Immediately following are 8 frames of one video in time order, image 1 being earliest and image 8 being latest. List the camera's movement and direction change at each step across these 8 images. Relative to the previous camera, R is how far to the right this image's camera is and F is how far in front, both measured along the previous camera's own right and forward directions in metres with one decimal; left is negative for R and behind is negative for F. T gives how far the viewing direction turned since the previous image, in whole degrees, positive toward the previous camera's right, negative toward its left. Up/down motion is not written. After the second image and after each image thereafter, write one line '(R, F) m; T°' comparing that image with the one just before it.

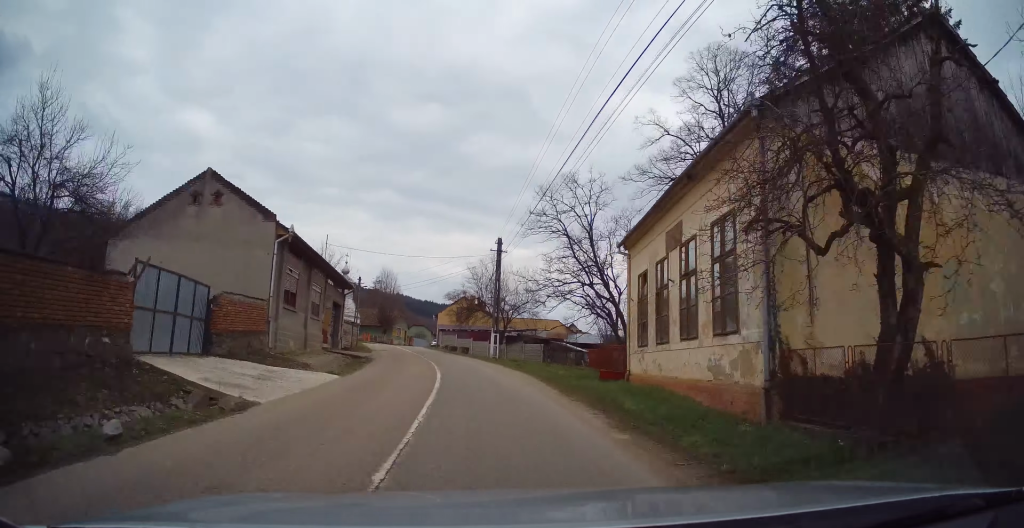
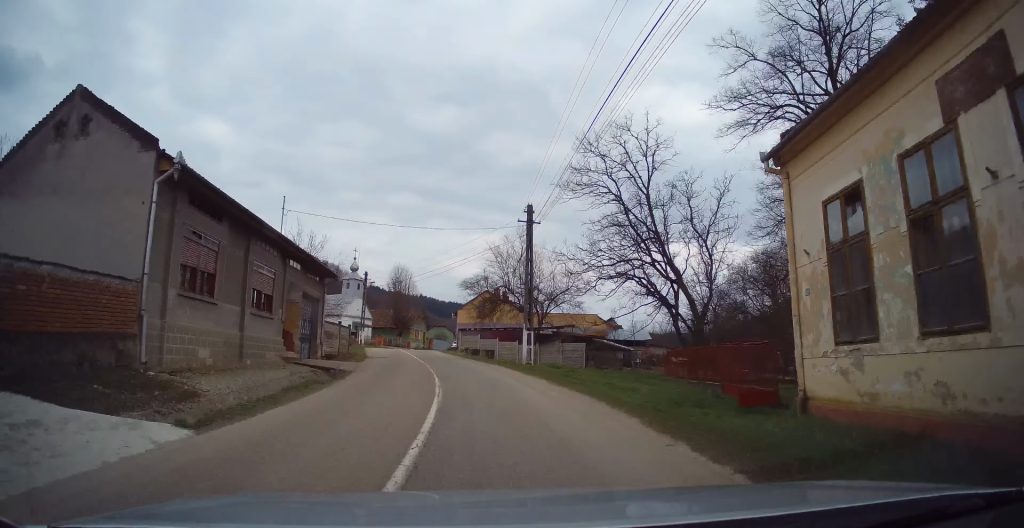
(-0.5, +9.2) m; -3°
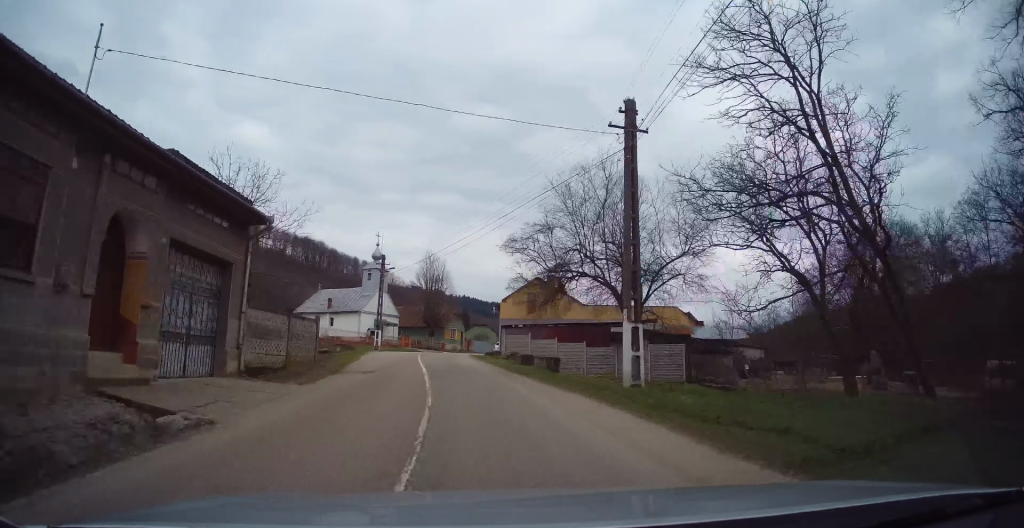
(-0.4, +12.9) m; -3°
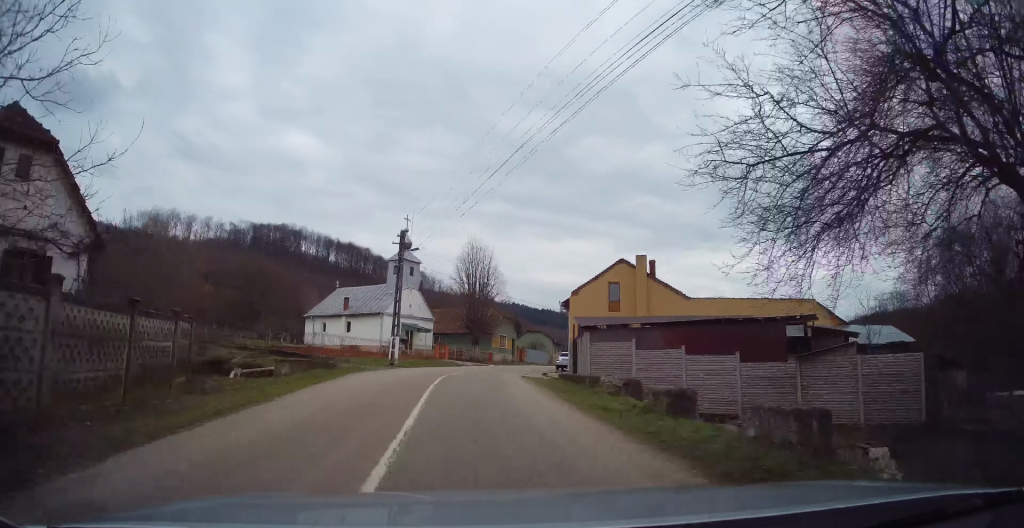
(-0.4, +14.2) m; -3°
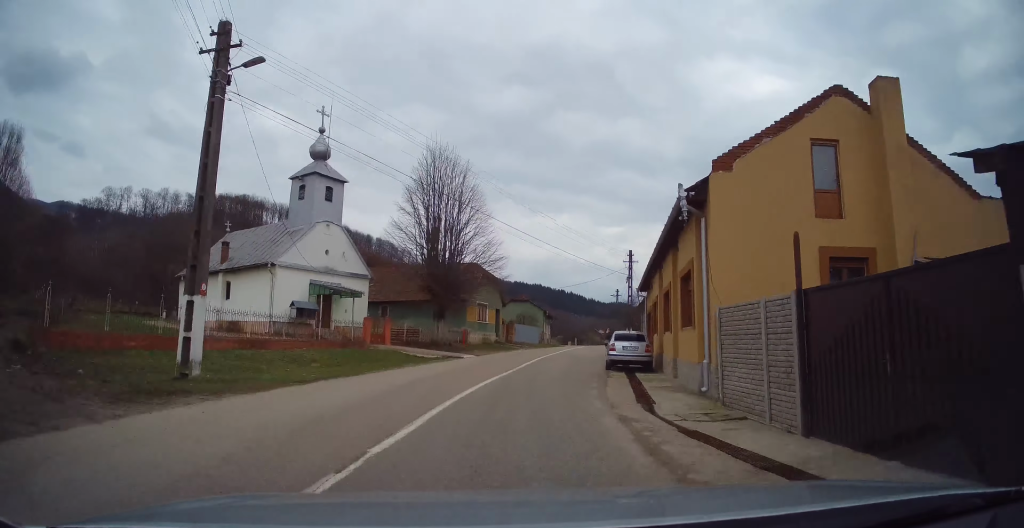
(-0.5, +22.6) m; +1°
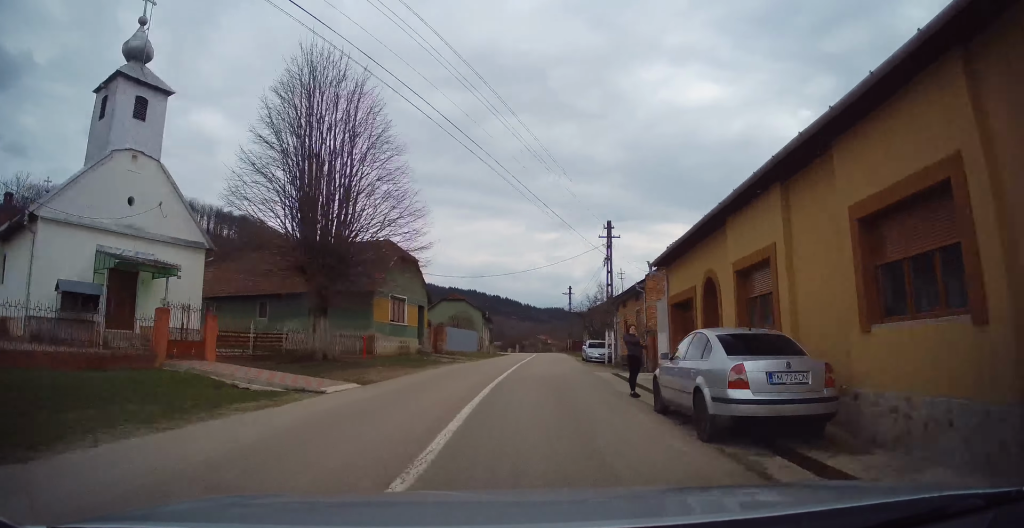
(+0.6, +13.6) m; +6°
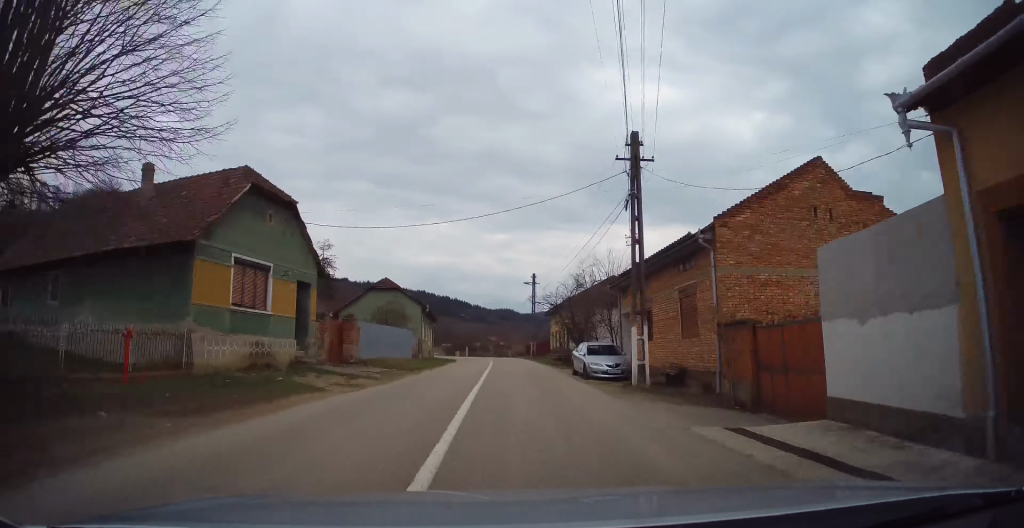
(+0.9, +14.2) m; +5°
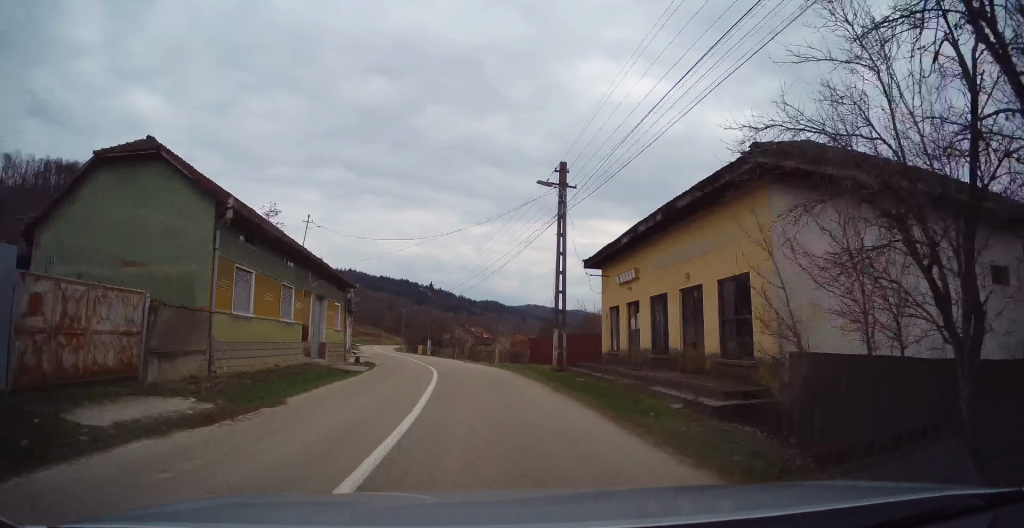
(+0.9, +32.8) m; 0°
